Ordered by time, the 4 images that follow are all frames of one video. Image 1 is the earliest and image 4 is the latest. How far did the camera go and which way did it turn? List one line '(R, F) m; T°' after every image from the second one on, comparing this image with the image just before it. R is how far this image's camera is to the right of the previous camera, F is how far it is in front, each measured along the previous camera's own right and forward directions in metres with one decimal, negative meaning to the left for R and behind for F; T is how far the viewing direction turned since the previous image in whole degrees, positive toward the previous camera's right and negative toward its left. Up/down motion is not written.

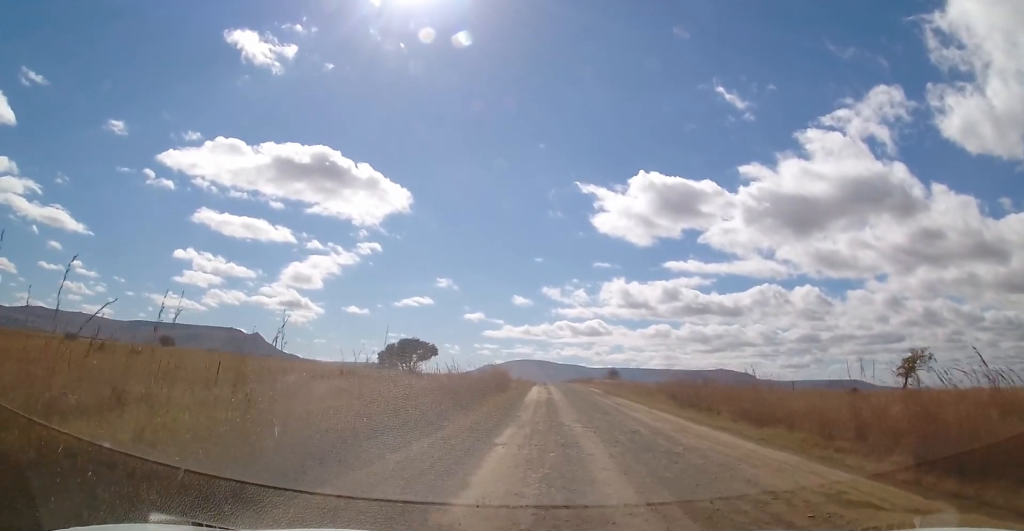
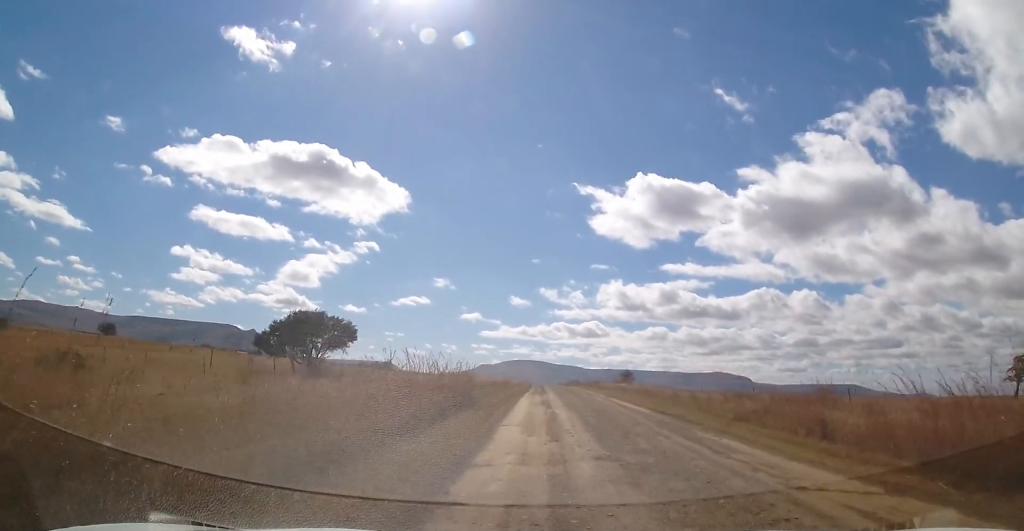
(0.0, +23.0) m; 0°
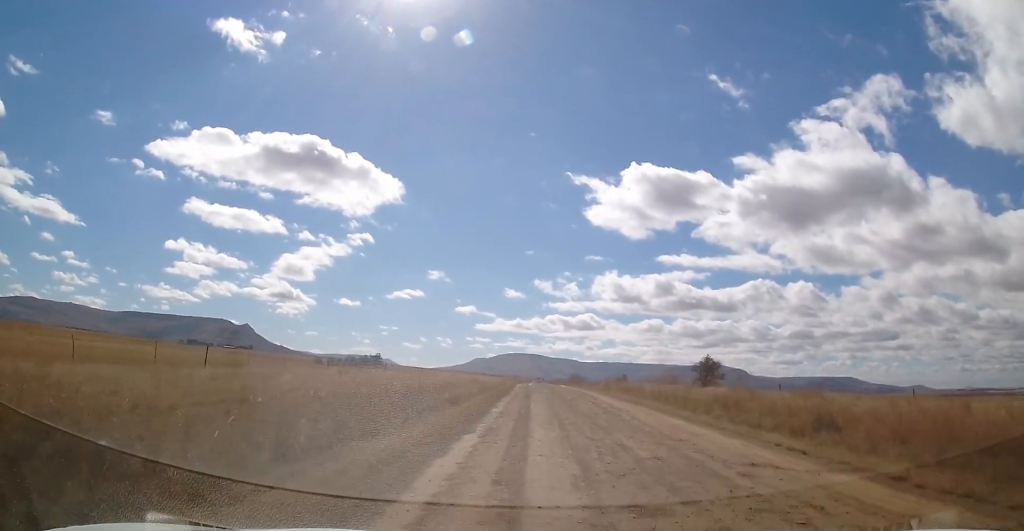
(+1.4, +50.5) m; +2°
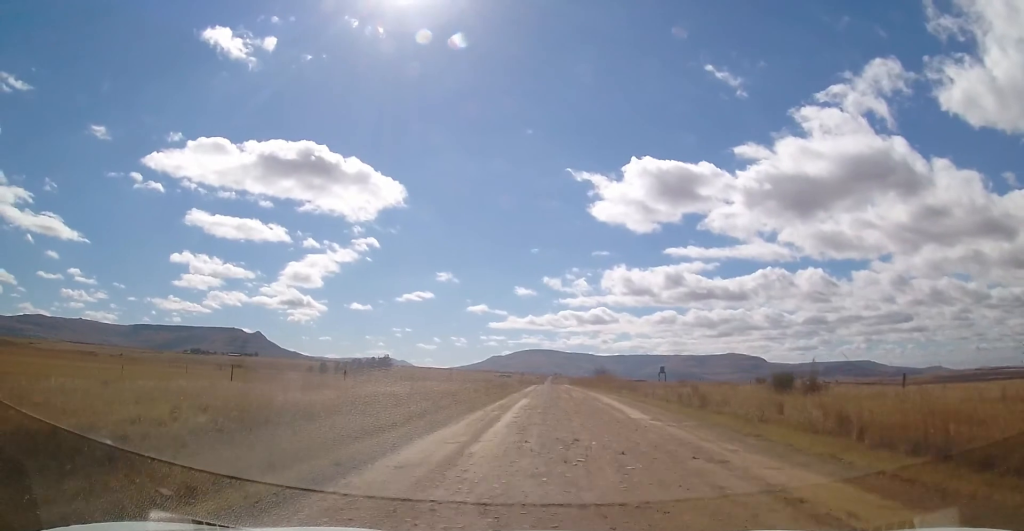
(-1.4, +55.8) m; -3°
